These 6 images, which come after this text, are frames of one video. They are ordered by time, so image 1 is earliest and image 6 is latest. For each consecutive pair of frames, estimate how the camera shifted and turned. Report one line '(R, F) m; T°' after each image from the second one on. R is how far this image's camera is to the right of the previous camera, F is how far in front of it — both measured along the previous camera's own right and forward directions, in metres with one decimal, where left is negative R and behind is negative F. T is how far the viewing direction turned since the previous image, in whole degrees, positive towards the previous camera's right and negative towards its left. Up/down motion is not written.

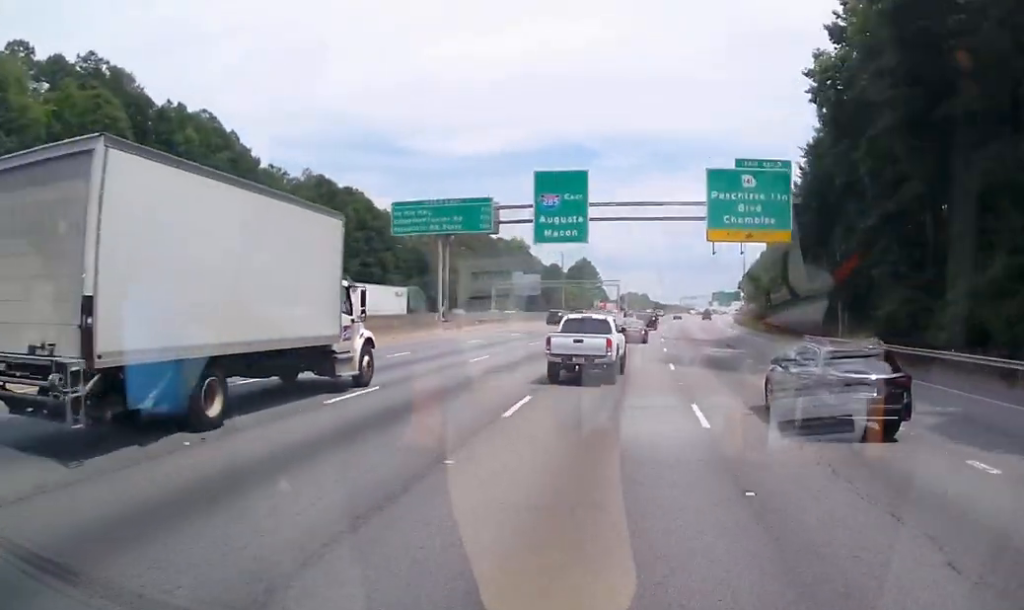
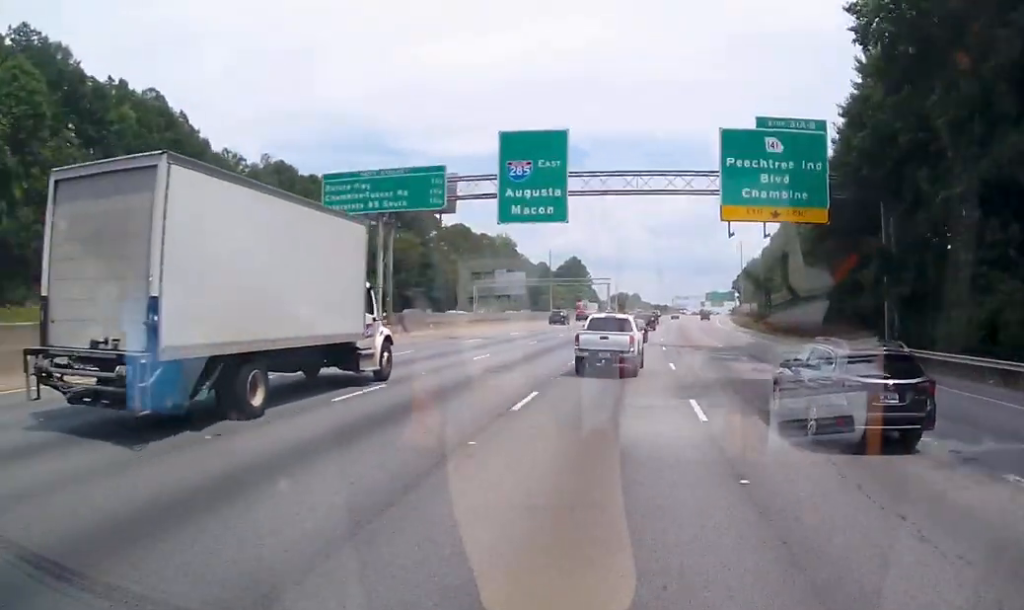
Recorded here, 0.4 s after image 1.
(0.0, +11.8) m; 0°
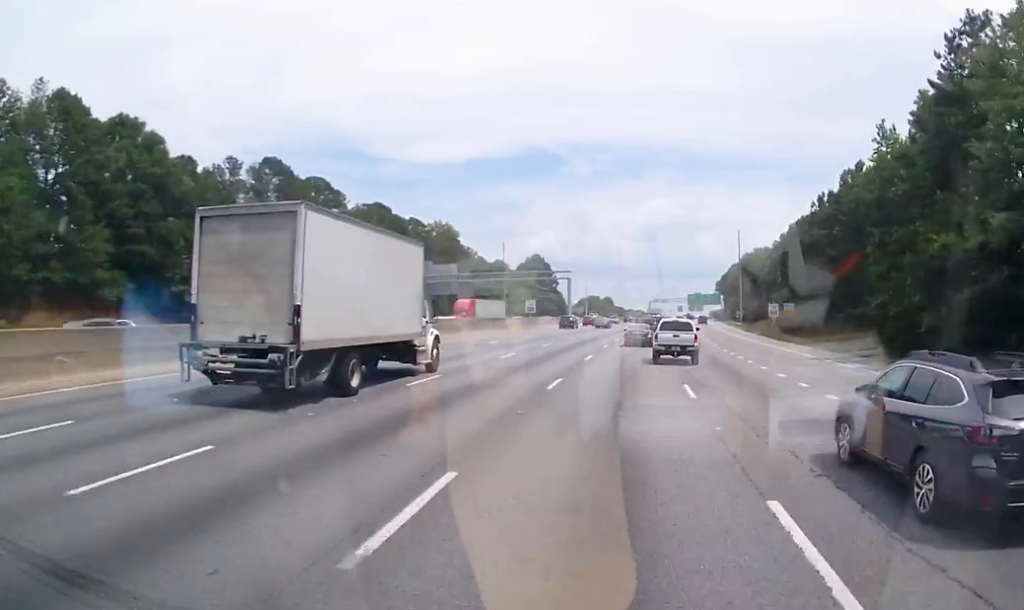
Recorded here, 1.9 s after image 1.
(-0.7, +44.6) m; +2°
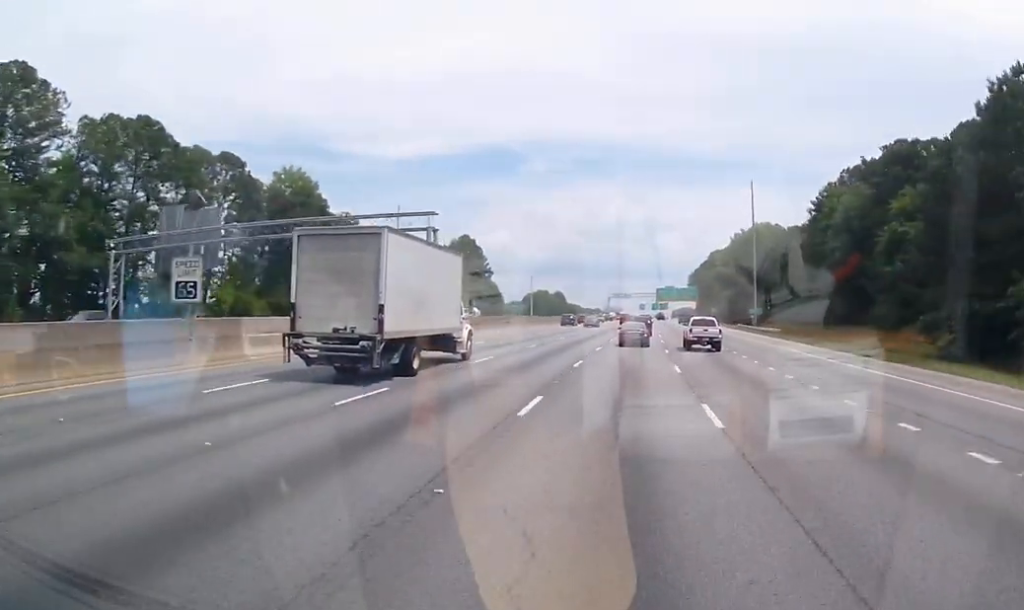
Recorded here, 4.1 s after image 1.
(+2.4, +65.2) m; +3°
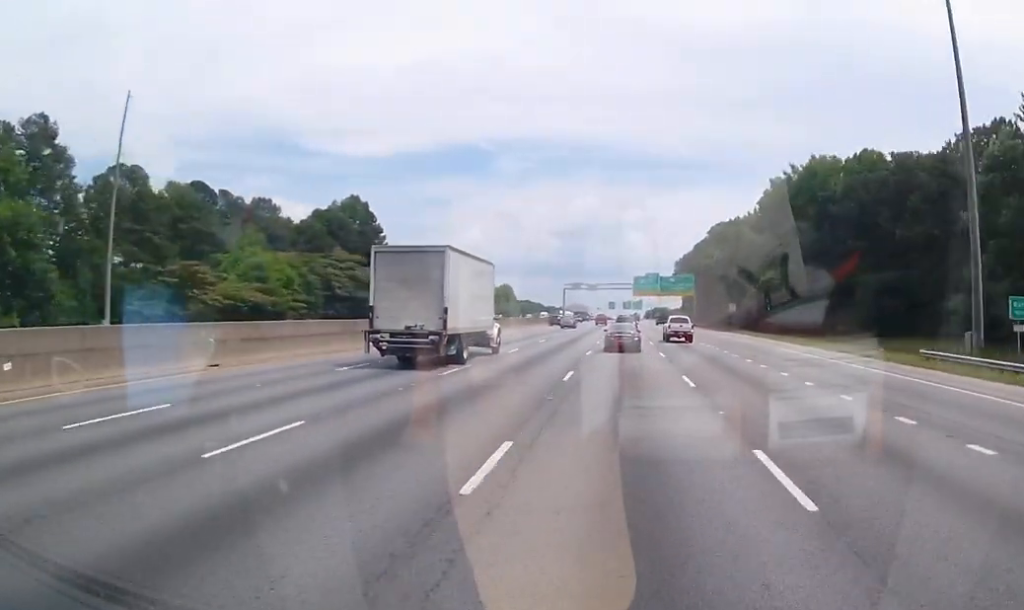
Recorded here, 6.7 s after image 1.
(+3.6, +77.9) m; +4°
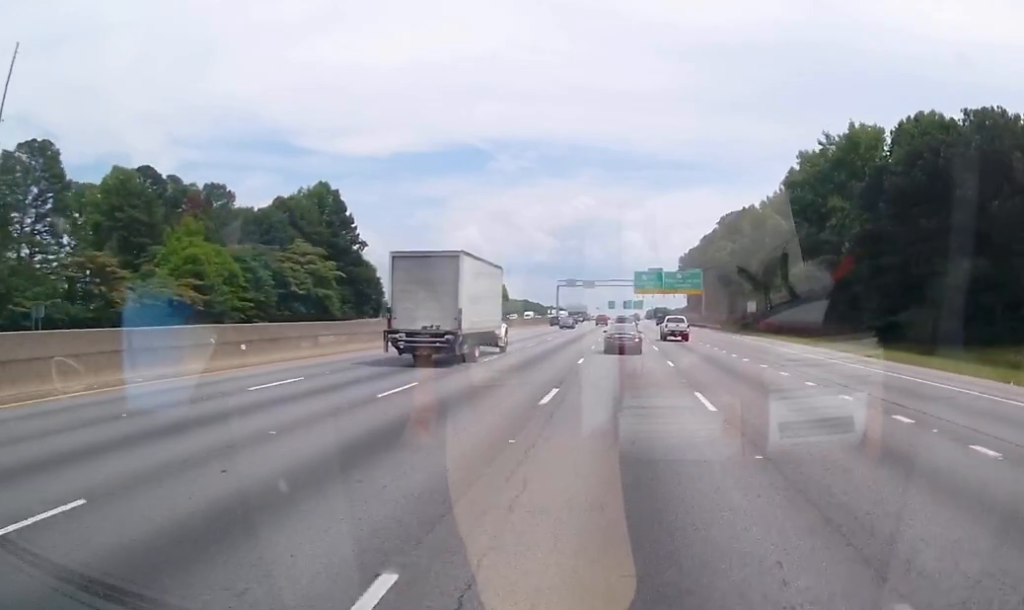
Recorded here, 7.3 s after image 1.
(0.0, +17.8) m; 0°
